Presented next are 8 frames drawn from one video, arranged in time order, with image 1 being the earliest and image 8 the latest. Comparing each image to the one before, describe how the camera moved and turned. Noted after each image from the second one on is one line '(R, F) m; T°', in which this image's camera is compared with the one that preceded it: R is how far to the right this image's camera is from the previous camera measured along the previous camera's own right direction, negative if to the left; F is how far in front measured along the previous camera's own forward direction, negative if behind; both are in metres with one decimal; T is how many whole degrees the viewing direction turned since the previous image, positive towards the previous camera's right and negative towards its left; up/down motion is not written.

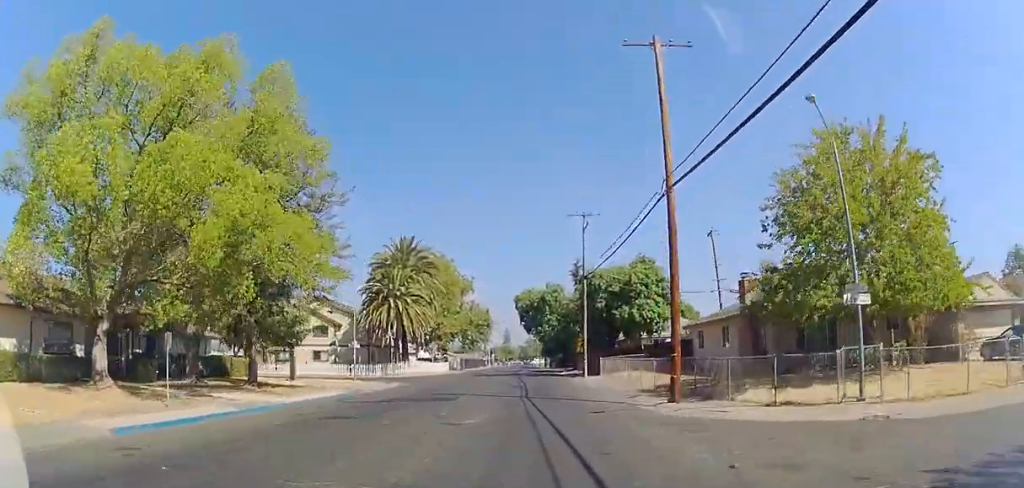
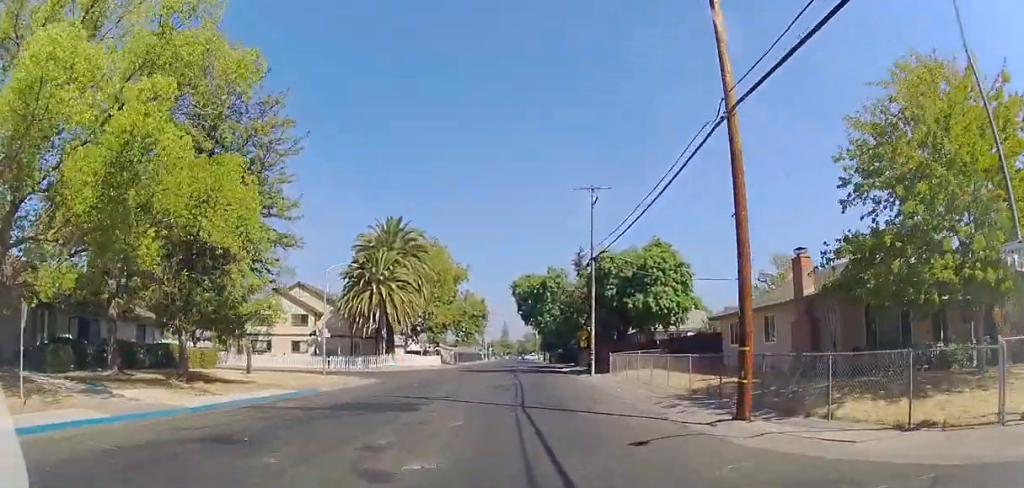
(0.0, +5.7) m; 0°
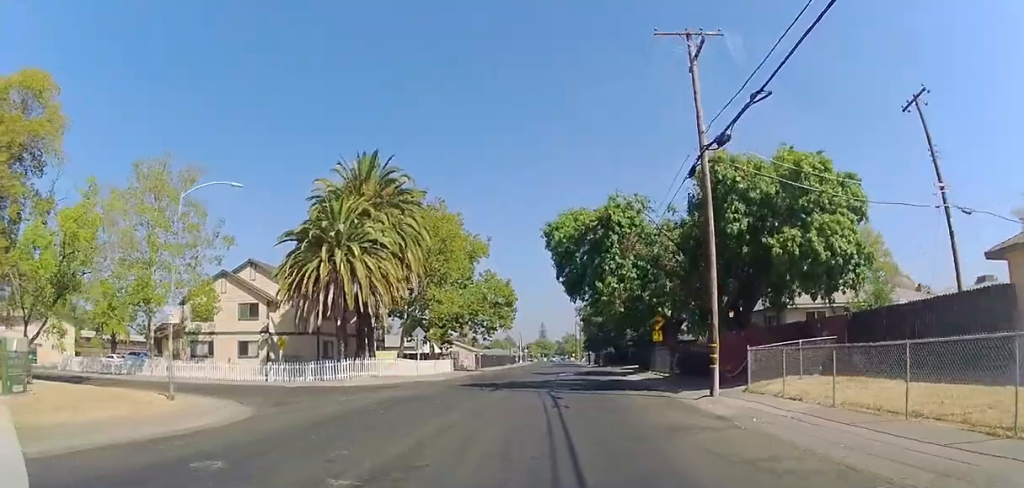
(-0.3, +18.1) m; -3°
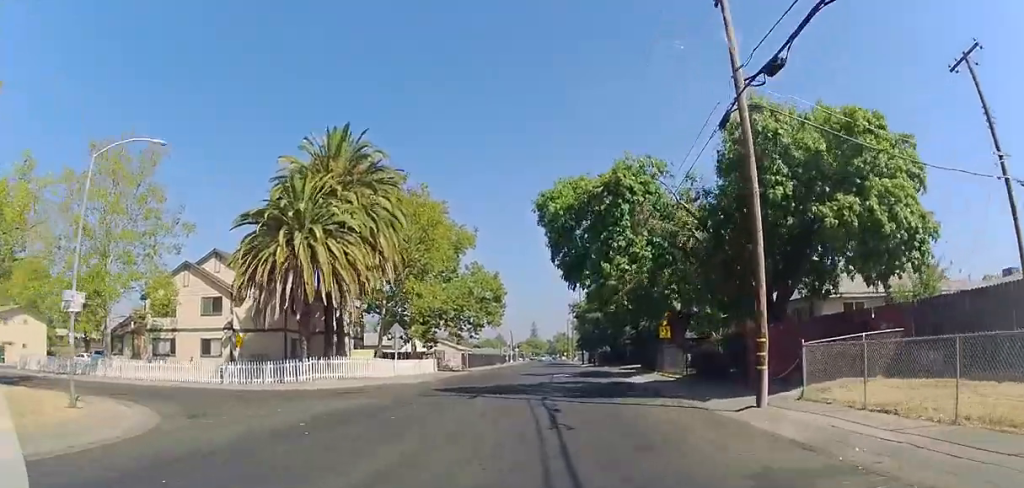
(-0.2, +4.4) m; 0°
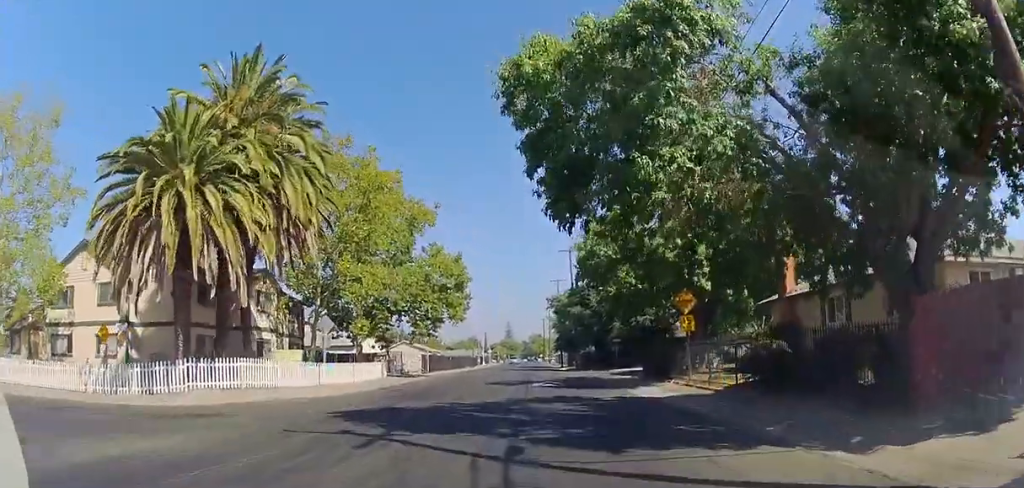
(+0.4, +9.4) m; +3°
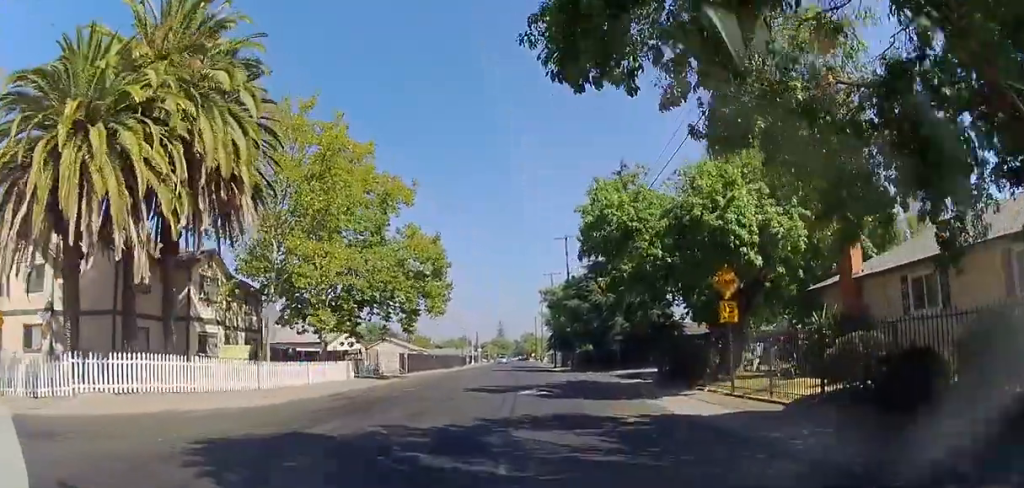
(0.0, +5.8) m; 0°
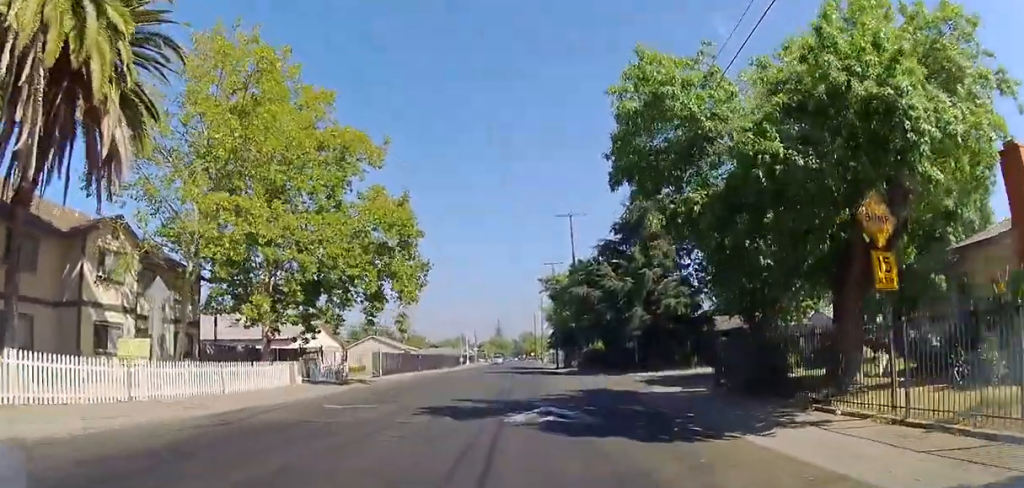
(0.0, +8.8) m; 0°
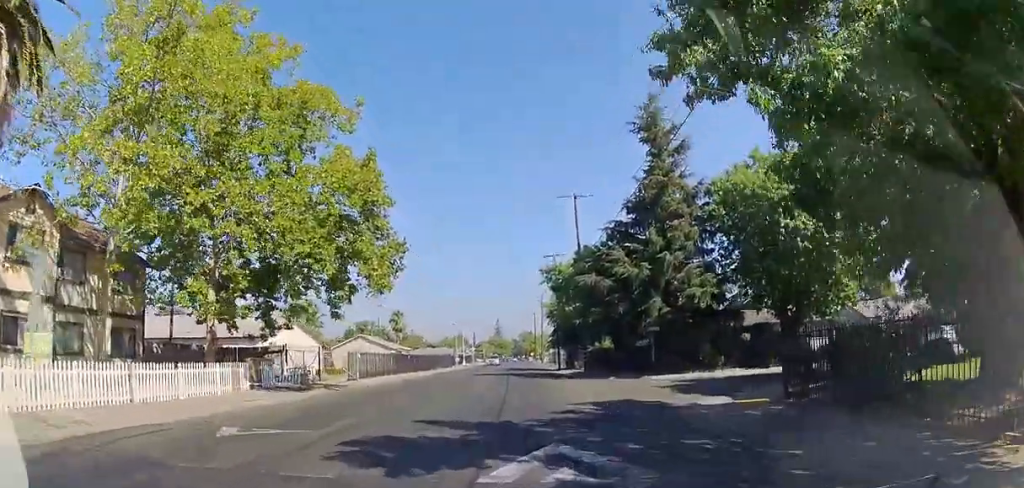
(0.0, +6.6) m; 0°
